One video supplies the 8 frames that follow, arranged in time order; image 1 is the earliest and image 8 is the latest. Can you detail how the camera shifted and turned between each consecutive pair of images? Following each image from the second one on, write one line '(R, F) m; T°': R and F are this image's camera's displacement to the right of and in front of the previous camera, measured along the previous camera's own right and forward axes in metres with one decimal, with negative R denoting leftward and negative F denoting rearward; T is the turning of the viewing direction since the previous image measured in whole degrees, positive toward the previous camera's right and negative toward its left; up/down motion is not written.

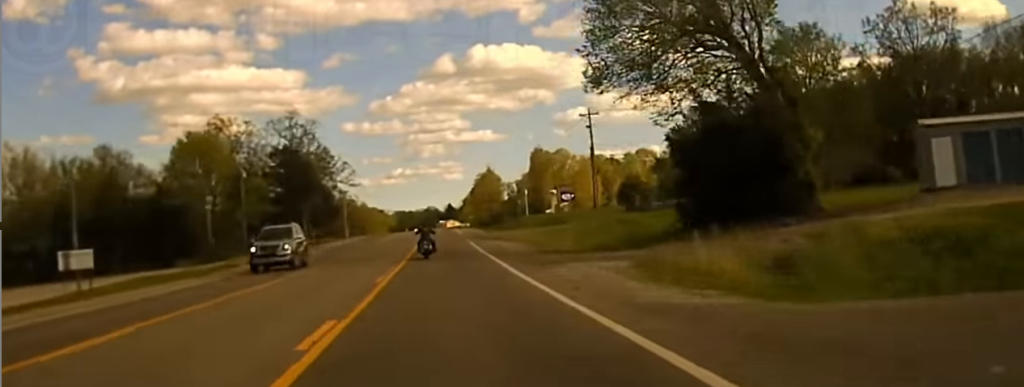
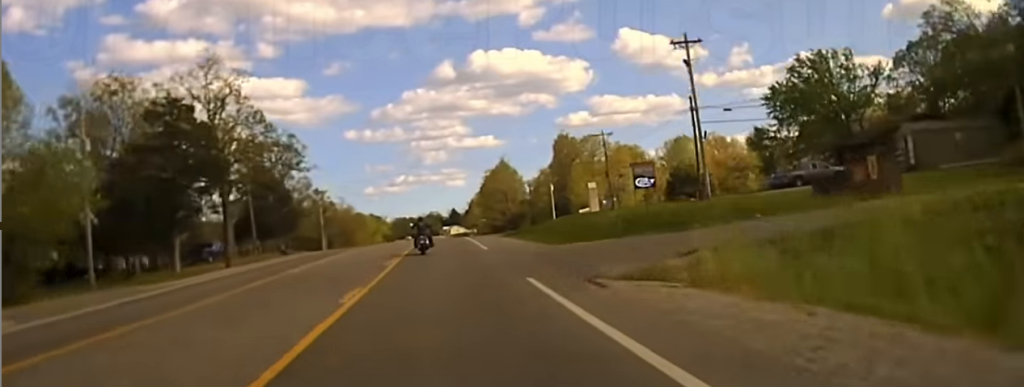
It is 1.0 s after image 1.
(0.0, +40.9) m; 0°
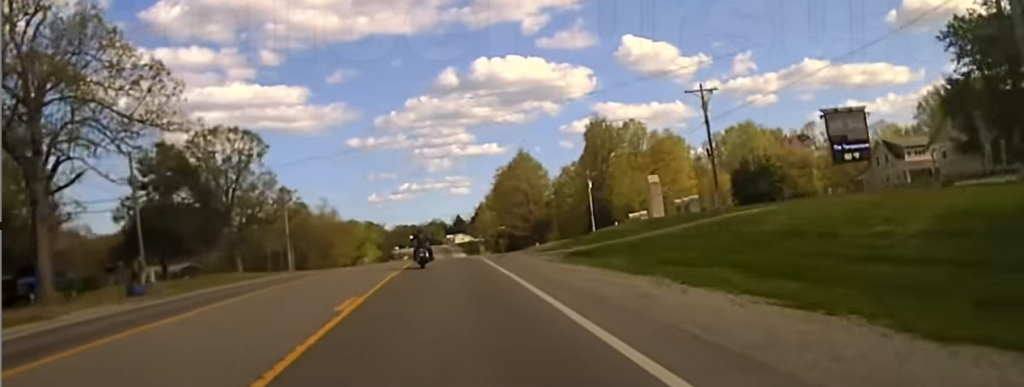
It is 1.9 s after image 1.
(0.0, +33.5) m; 0°
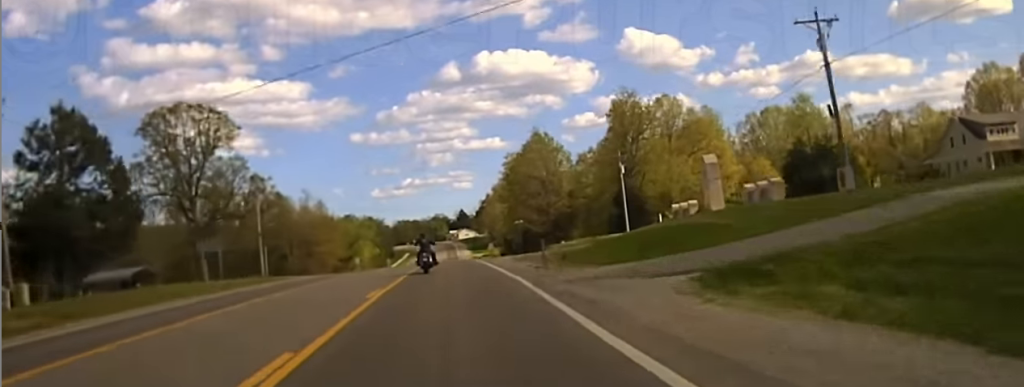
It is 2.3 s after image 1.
(0.0, +17.4) m; 0°
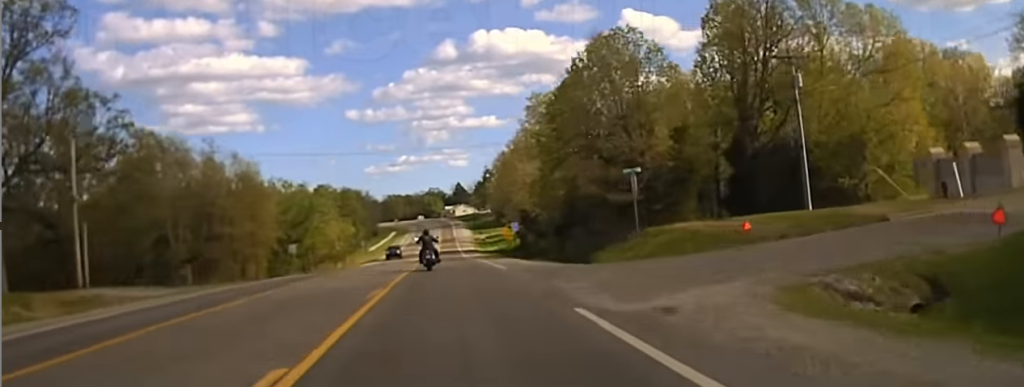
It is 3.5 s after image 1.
(0.0, +43.1) m; 0°
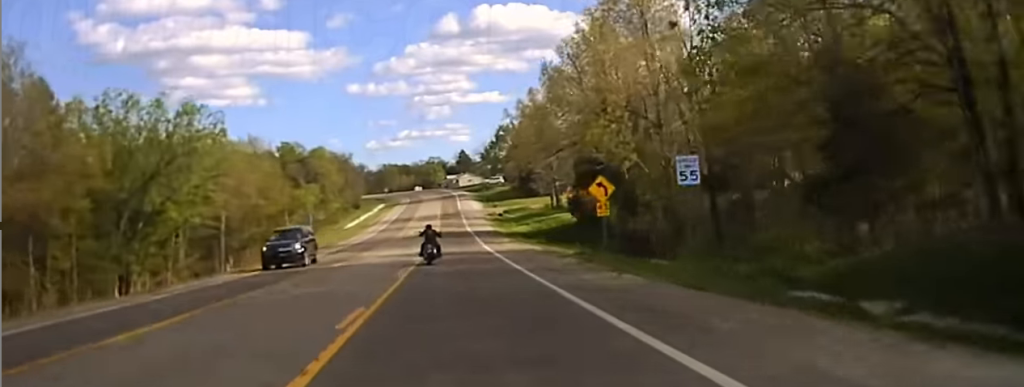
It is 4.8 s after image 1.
(0.0, +49.5) m; 0°
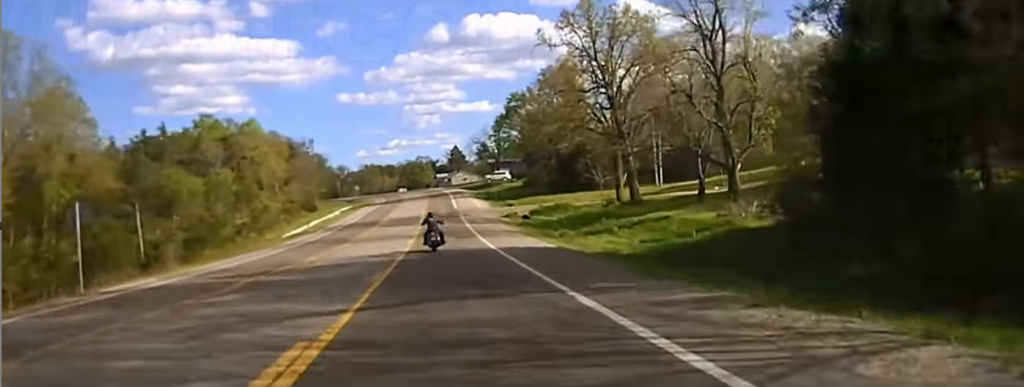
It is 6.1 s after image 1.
(0.0, +48.3) m; 0°
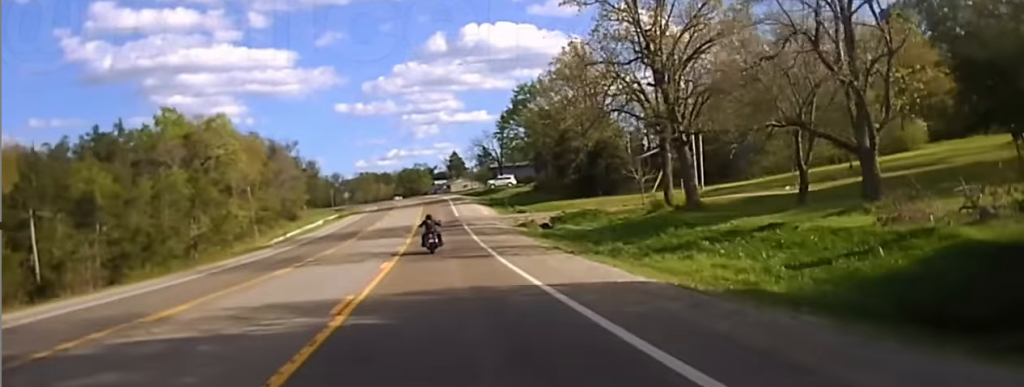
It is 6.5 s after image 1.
(0.0, +17.7) m; 0°
